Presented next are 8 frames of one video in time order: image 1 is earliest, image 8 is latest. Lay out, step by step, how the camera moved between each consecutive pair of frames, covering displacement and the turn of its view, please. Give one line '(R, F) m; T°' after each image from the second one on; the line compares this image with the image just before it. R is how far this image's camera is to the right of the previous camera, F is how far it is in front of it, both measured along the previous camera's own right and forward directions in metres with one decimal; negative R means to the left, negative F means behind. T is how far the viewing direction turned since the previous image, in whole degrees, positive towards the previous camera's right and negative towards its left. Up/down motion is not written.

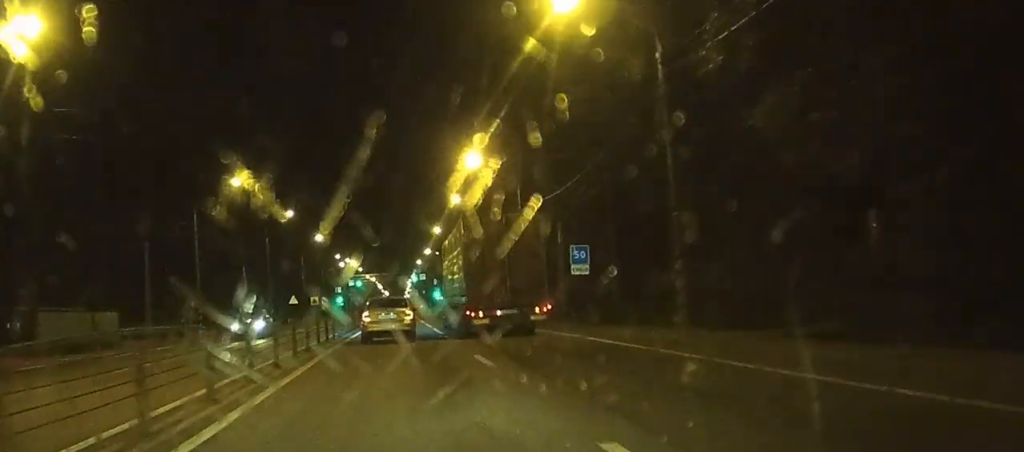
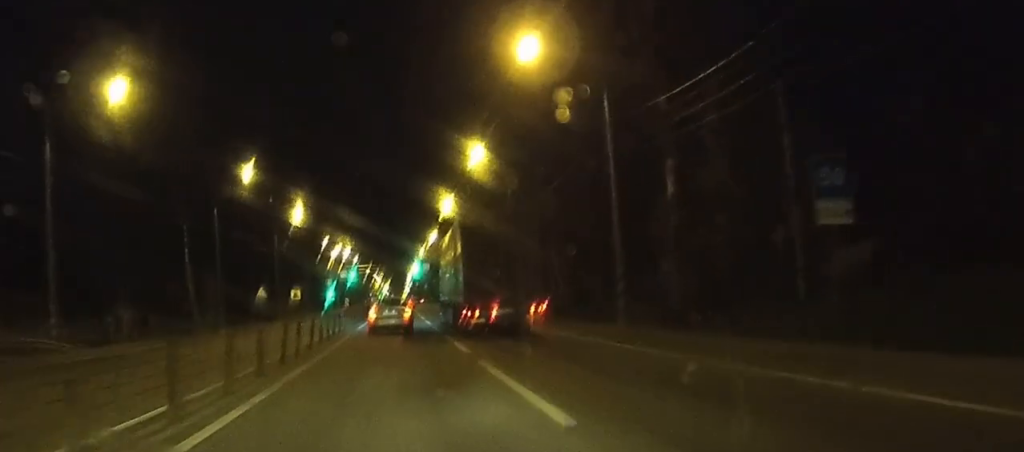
(0.0, +25.8) m; 0°
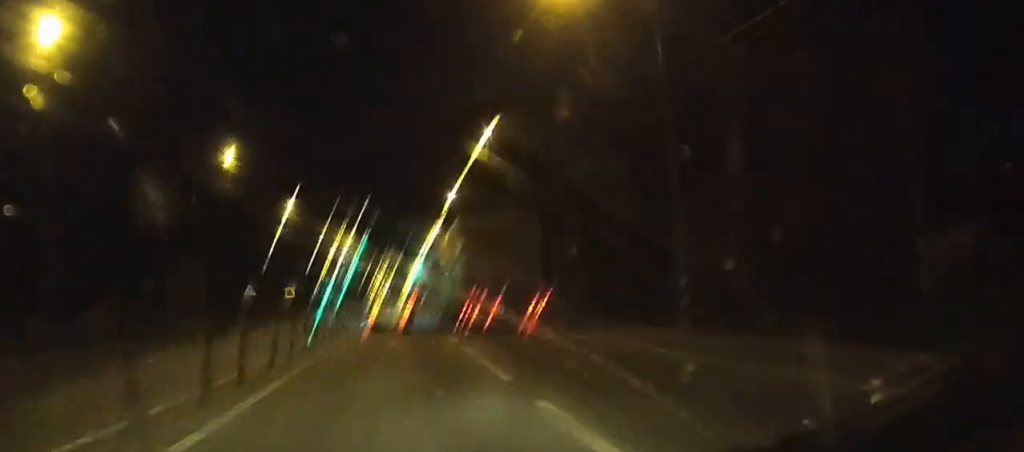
(0.0, +7.5) m; 0°
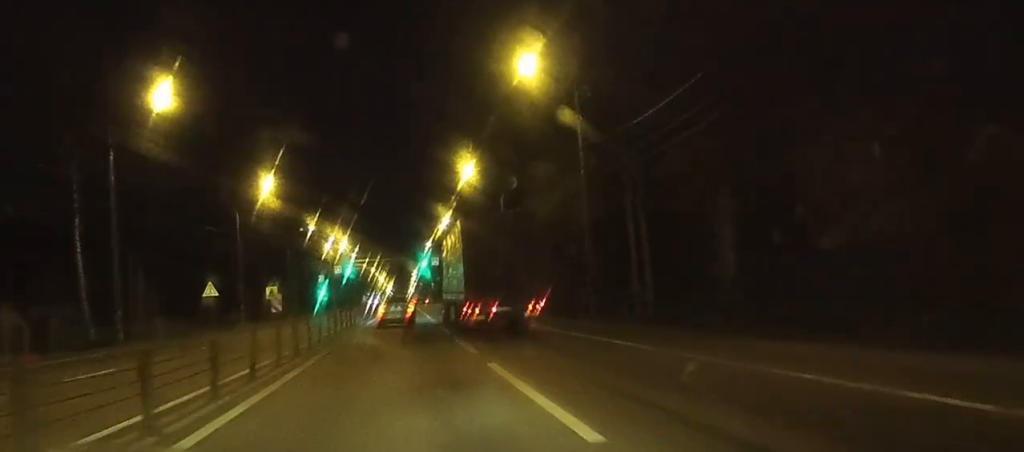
(0.0, +17.8) m; 0°
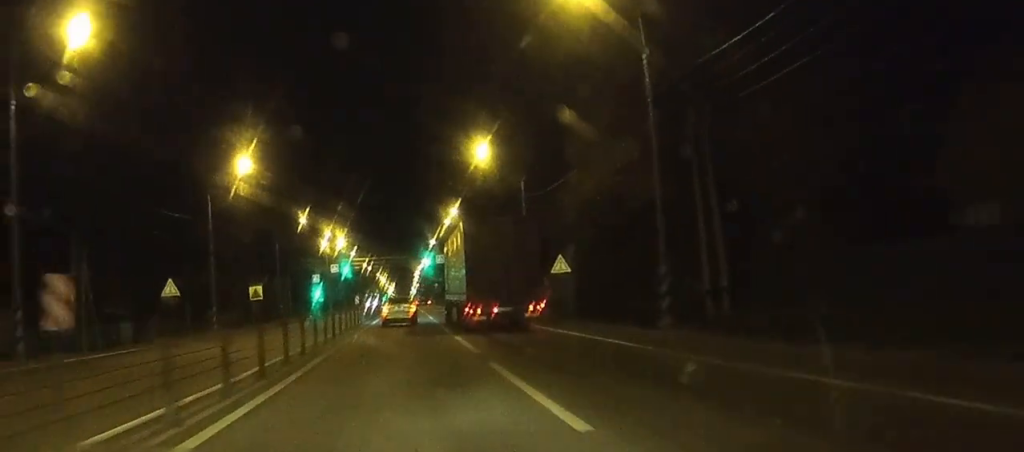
(0.0, +11.4) m; 0°
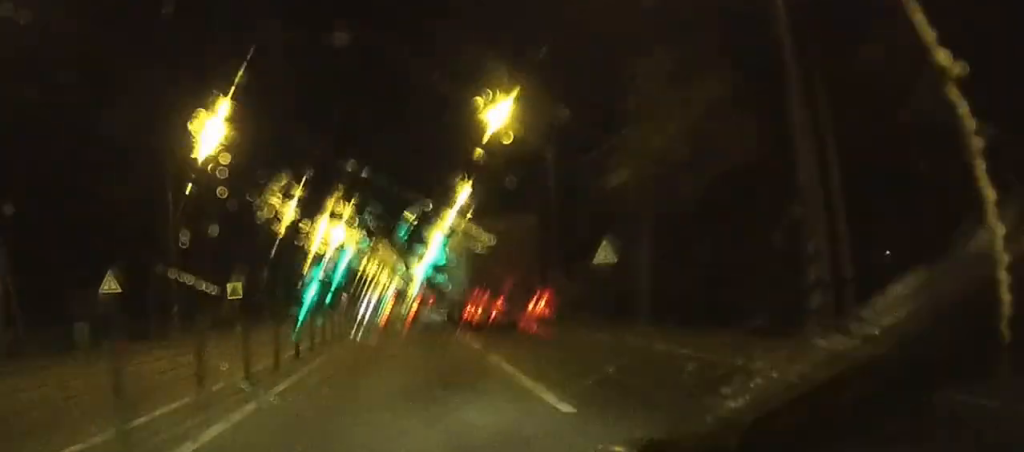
(0.0, +11.0) m; 0°
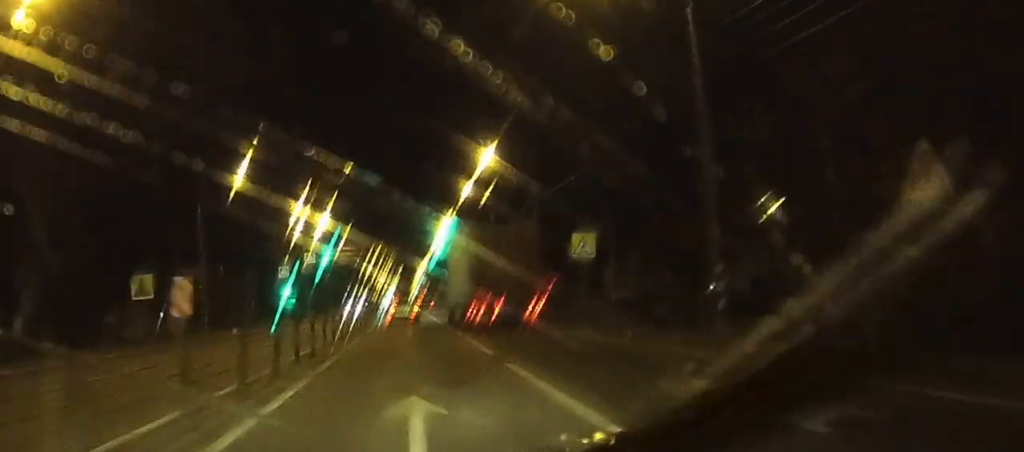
(-0.1, +25.5) m; 0°
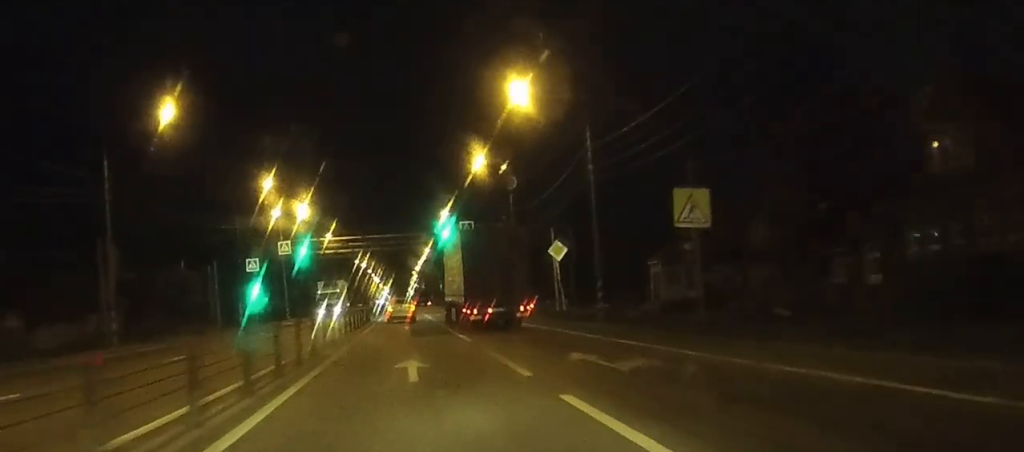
(0.0, +17.8) m; 0°
